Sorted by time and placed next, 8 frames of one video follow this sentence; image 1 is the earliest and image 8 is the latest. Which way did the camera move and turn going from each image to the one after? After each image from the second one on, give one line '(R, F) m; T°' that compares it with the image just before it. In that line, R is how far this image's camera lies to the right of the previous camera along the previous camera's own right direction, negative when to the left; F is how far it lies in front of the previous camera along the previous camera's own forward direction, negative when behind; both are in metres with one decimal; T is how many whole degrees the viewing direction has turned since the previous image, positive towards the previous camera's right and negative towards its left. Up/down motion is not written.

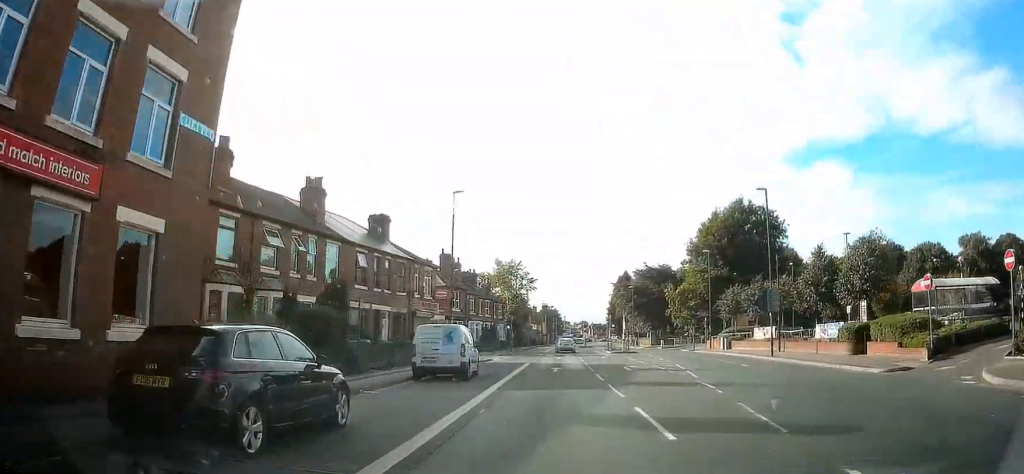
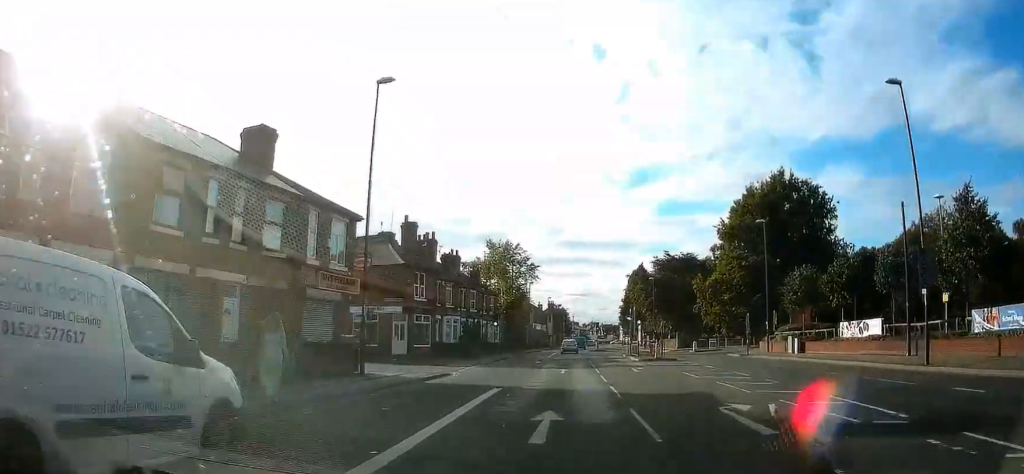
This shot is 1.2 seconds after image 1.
(+0.1, +17.2) m; 0°
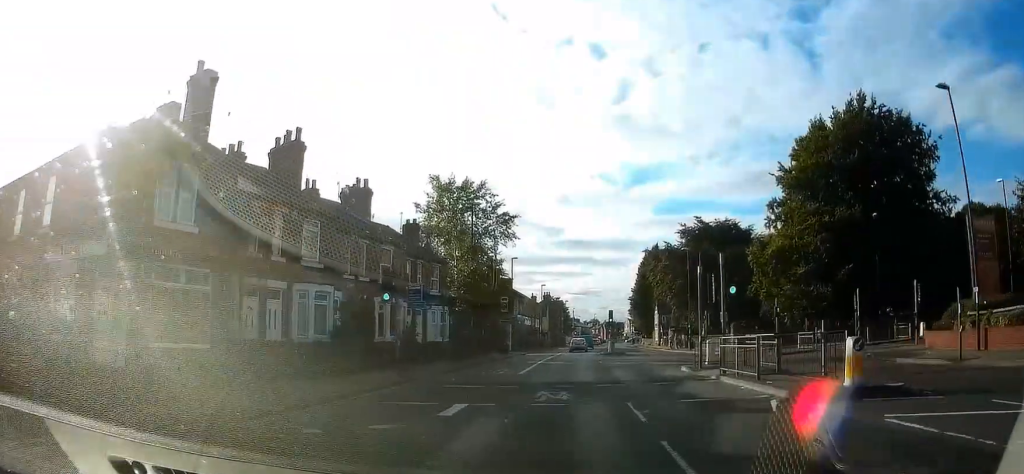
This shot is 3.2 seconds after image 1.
(+0.2, +27.9) m; +1°
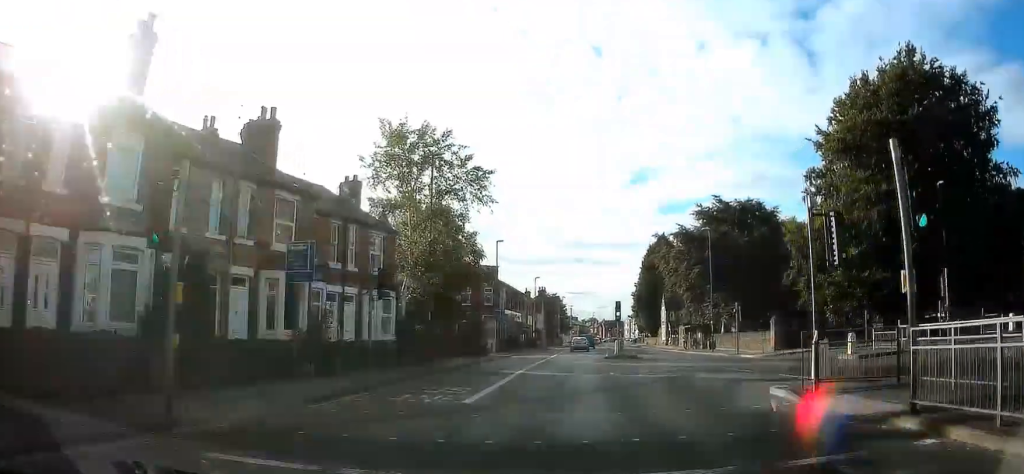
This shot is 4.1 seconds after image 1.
(-0.3, +11.6) m; 0°
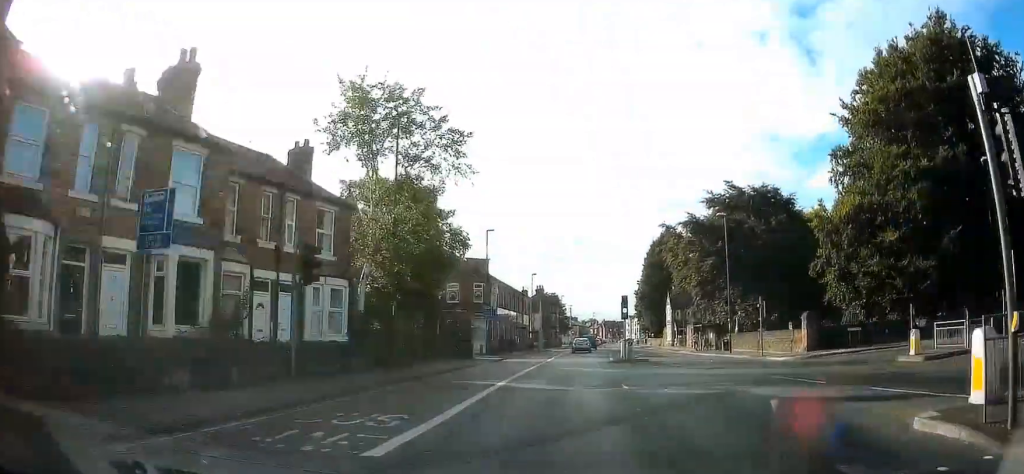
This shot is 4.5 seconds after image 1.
(0.0, +6.1) m; 0°
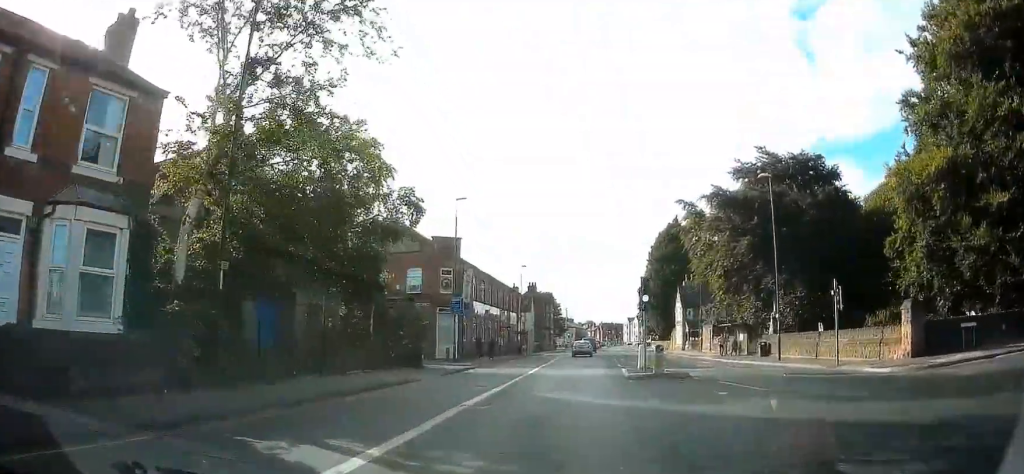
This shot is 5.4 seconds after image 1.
(+0.2, +12.2) m; +1°
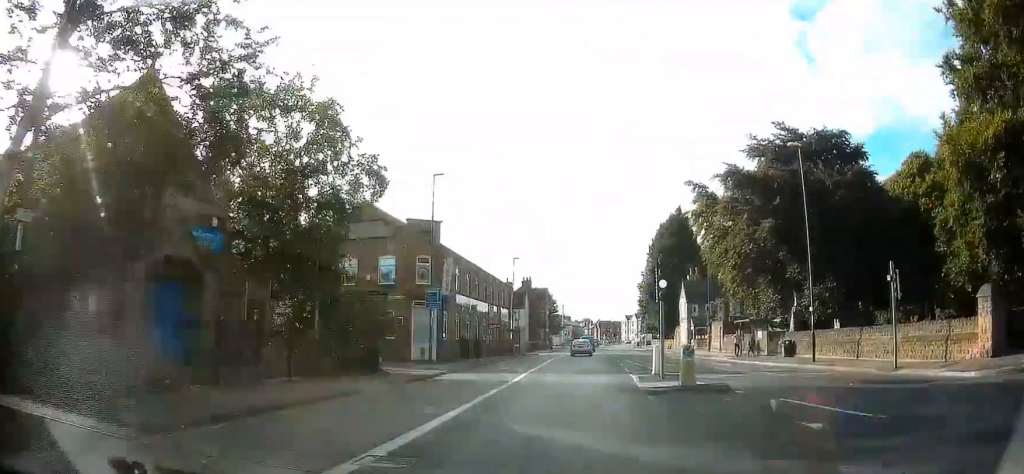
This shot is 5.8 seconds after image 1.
(0.0, +5.6) m; 0°
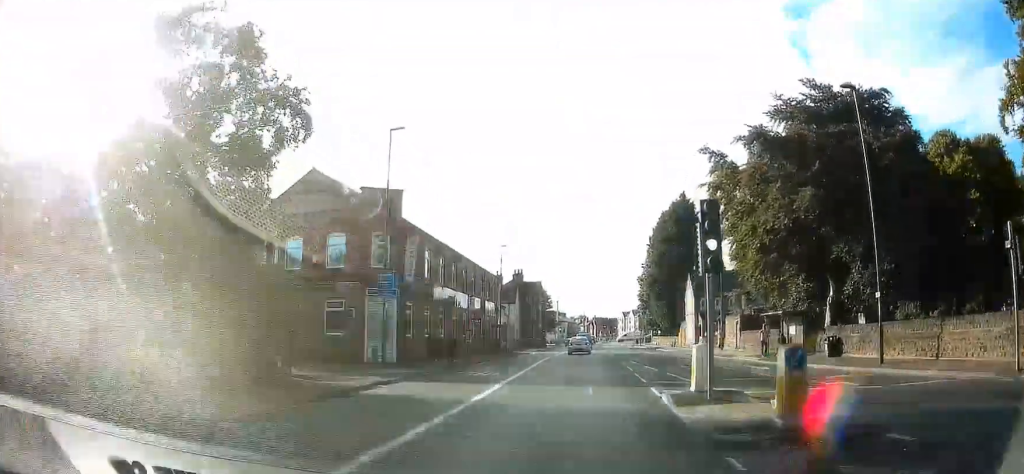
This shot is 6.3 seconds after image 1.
(0.0, +7.5) m; 0°
